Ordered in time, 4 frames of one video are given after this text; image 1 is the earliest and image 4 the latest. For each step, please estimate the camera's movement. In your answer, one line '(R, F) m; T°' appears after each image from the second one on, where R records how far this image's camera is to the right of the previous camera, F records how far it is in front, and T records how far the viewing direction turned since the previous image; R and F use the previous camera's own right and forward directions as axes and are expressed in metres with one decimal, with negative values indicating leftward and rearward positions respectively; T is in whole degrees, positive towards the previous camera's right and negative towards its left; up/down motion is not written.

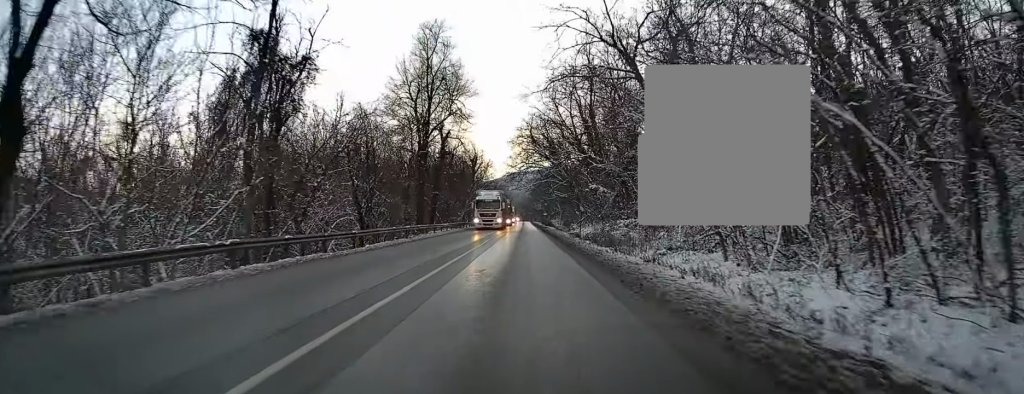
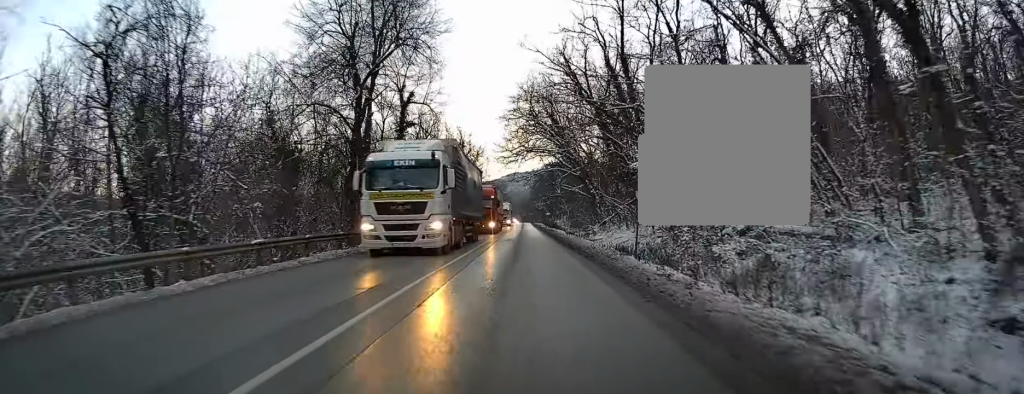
(-0.1, +21.3) m; 0°
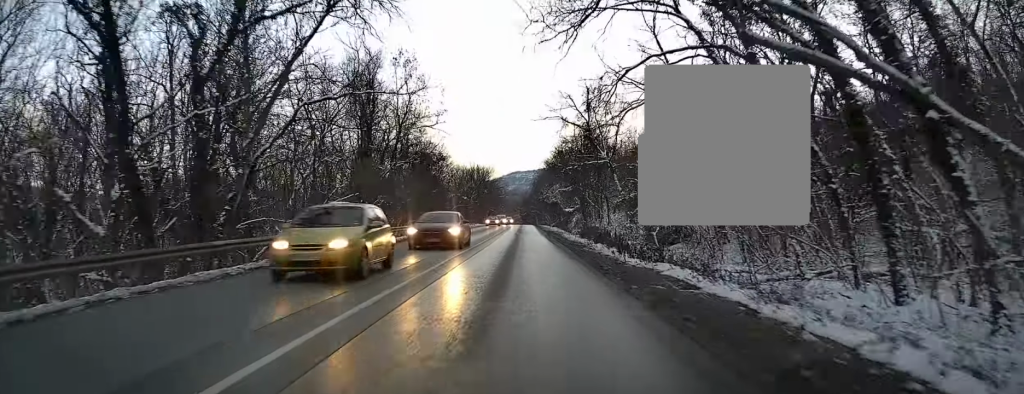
(-0.3, +67.4) m; -1°
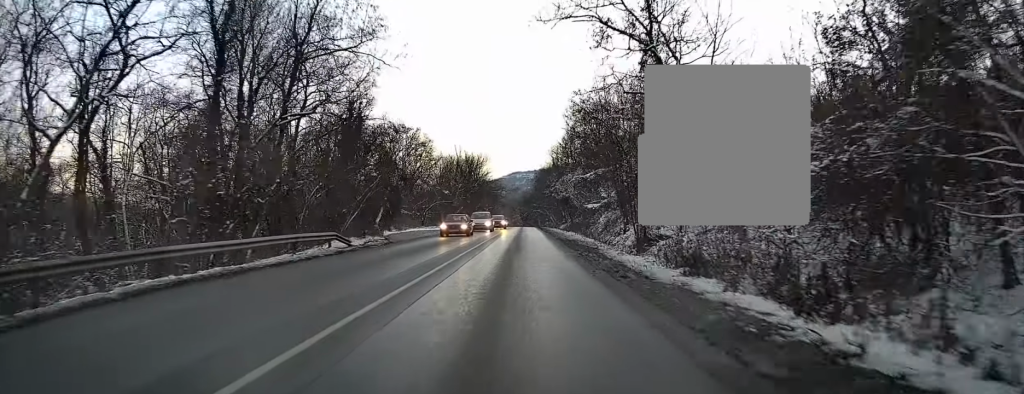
(0.0, +25.5) m; 0°
